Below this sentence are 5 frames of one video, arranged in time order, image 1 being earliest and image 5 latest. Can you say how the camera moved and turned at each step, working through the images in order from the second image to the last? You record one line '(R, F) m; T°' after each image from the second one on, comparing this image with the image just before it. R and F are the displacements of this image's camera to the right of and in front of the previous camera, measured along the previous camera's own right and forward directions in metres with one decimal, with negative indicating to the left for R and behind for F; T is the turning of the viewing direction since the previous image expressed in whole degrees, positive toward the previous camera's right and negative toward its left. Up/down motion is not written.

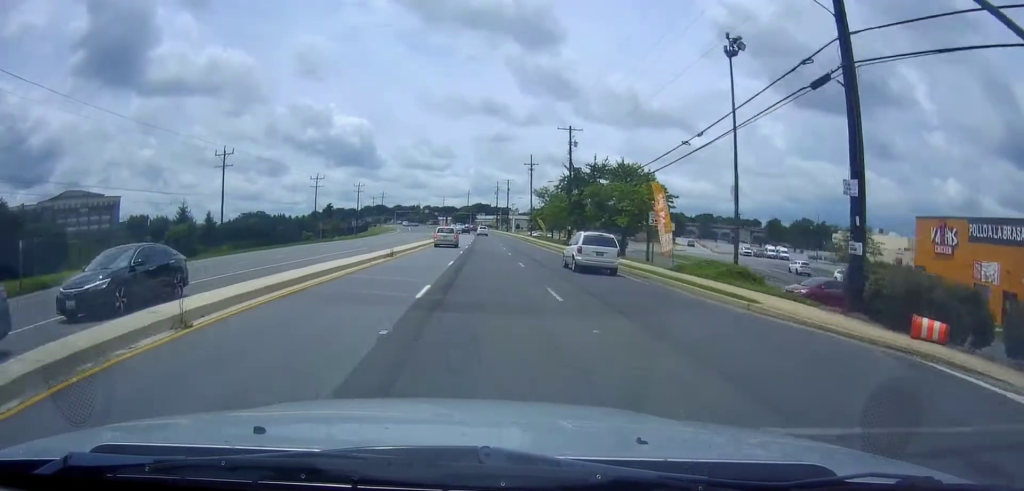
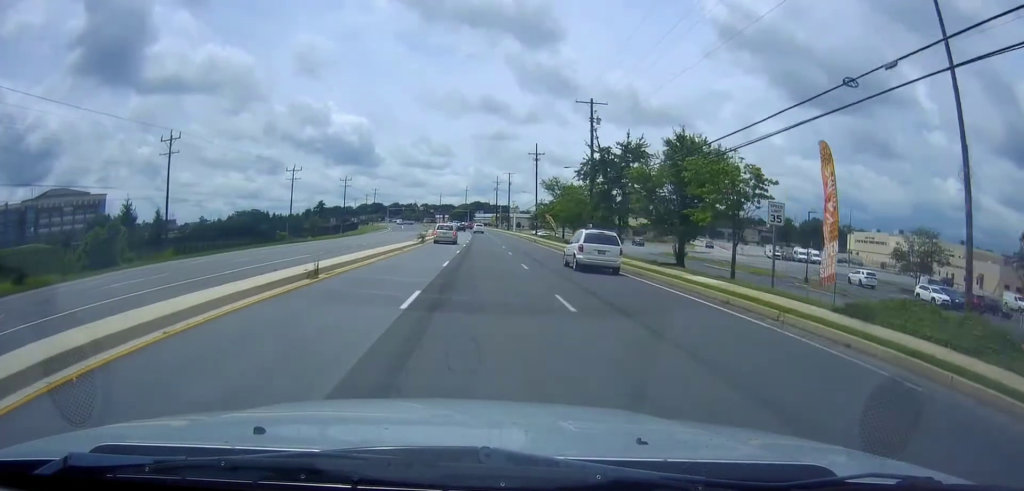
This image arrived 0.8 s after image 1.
(0.0, +14.0) m; 0°
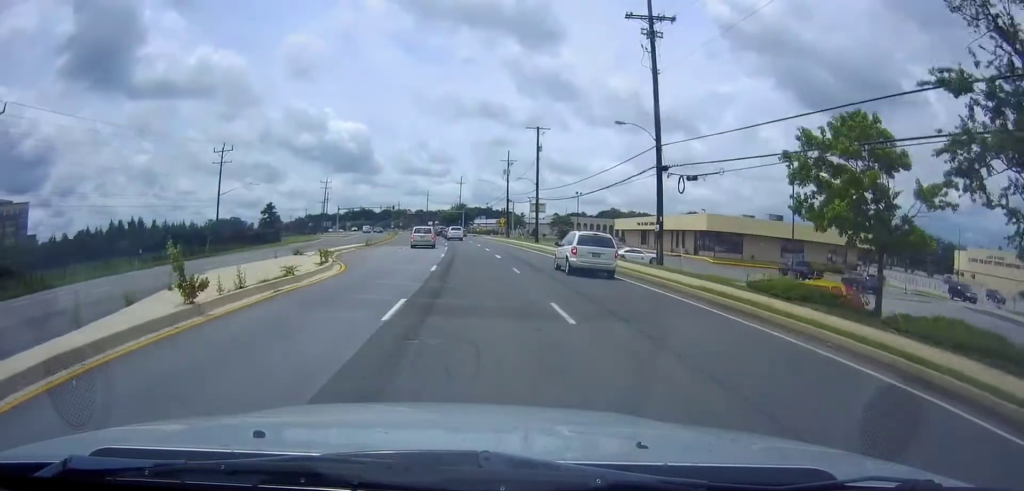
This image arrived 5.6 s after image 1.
(-0.7, +71.7) m; -2°
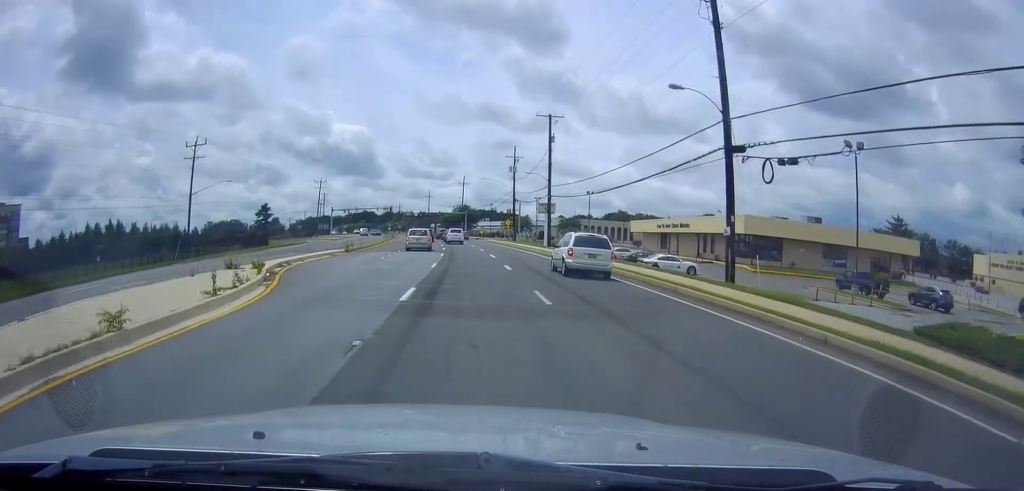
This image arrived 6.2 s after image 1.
(-0.4, +8.5) m; -1°
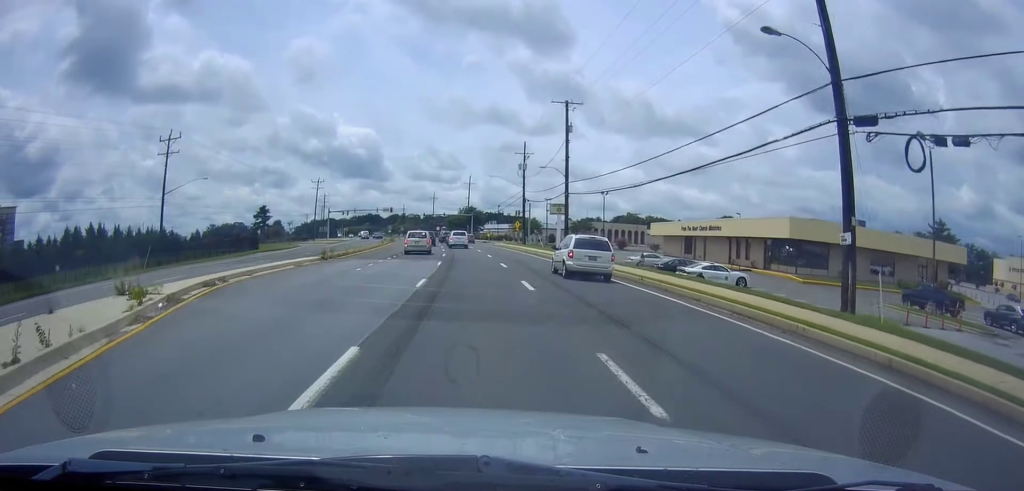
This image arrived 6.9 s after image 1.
(+0.2, +7.4) m; 0°
